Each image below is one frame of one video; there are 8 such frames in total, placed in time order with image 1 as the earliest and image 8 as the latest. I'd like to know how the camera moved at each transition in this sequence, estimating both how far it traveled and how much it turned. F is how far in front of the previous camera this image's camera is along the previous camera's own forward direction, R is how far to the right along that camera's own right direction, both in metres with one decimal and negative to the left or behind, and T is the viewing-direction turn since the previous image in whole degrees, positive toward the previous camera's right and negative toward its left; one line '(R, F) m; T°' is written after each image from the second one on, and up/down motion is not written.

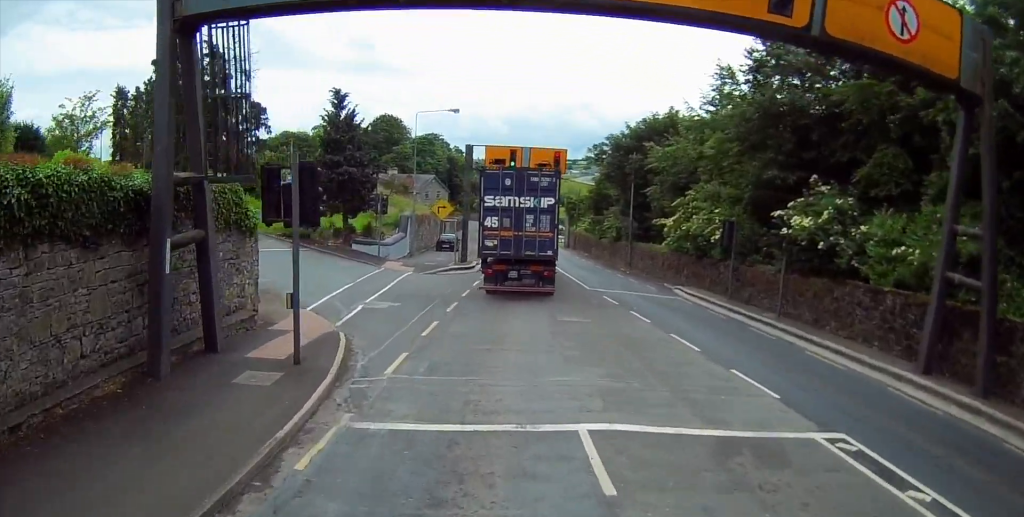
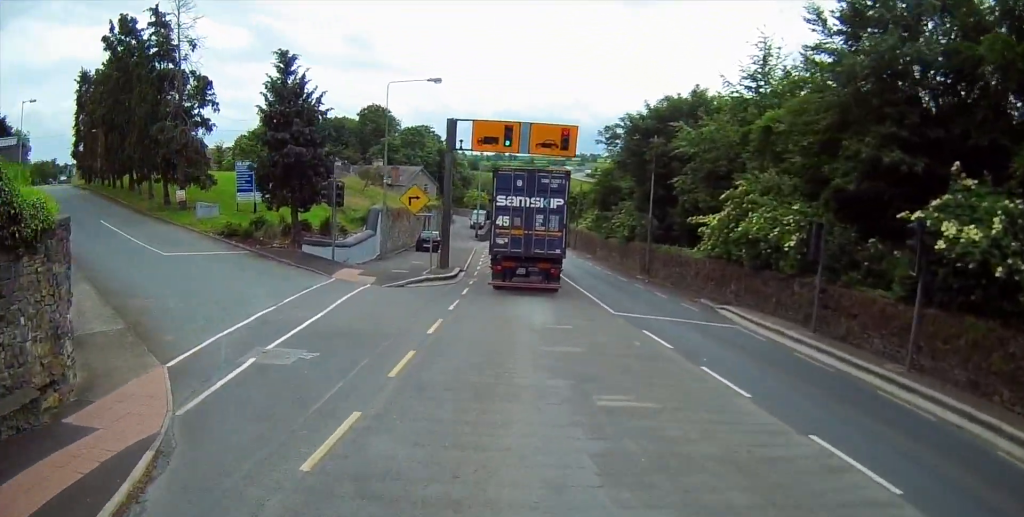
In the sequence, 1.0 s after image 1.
(0.0, +7.7) m; 0°
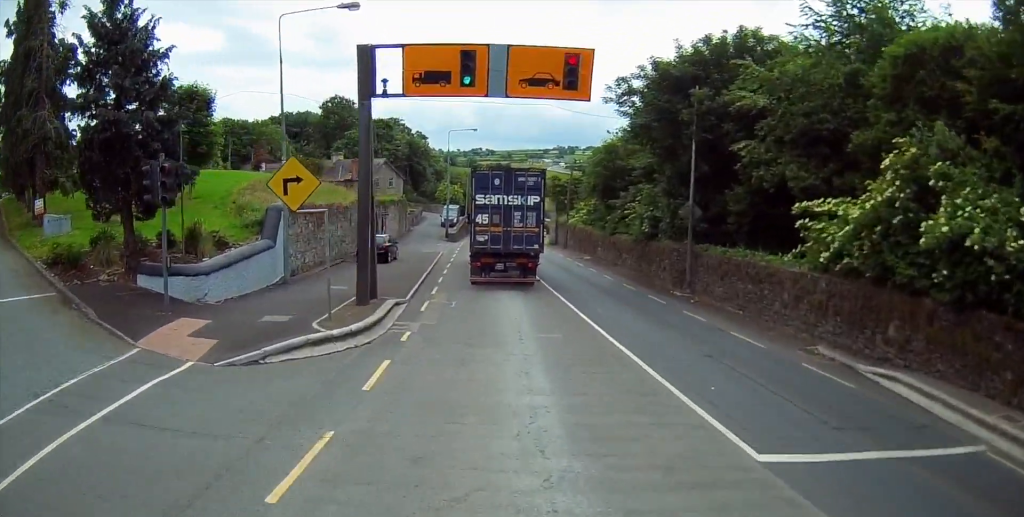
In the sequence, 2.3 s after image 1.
(+0.4, +11.9) m; +2°
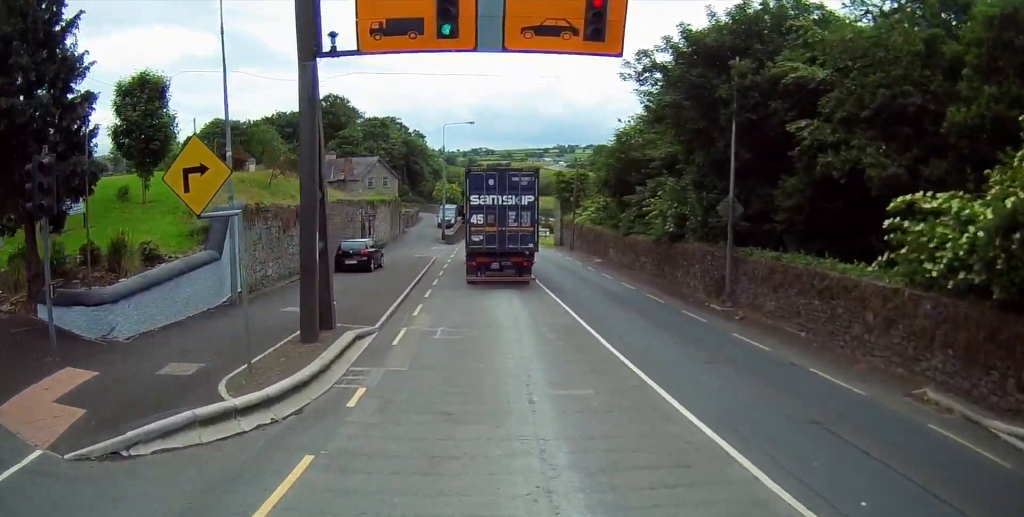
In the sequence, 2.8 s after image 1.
(+0.3, +4.4) m; 0°
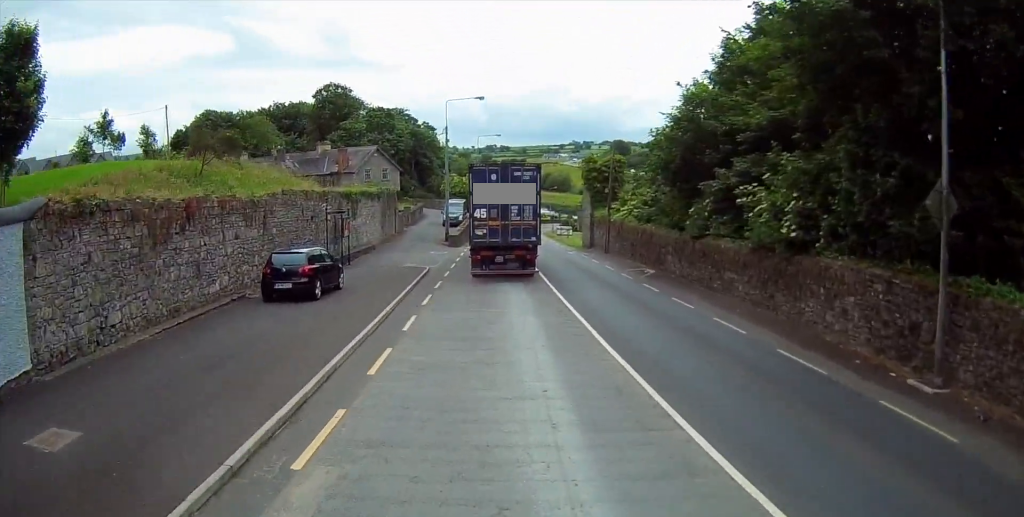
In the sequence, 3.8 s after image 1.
(-0.5, +10.4) m; -2°
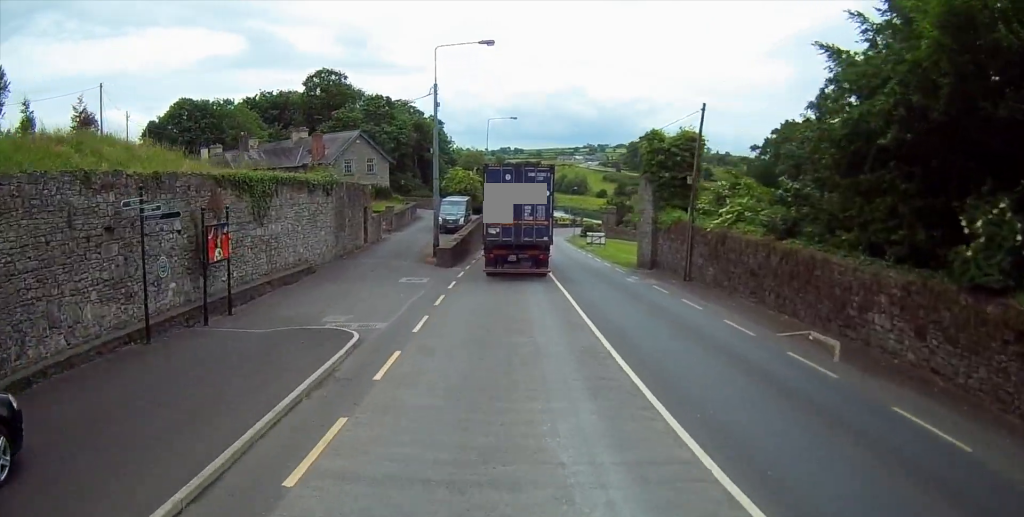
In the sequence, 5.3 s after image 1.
(+0.5, +16.2) m; +2°
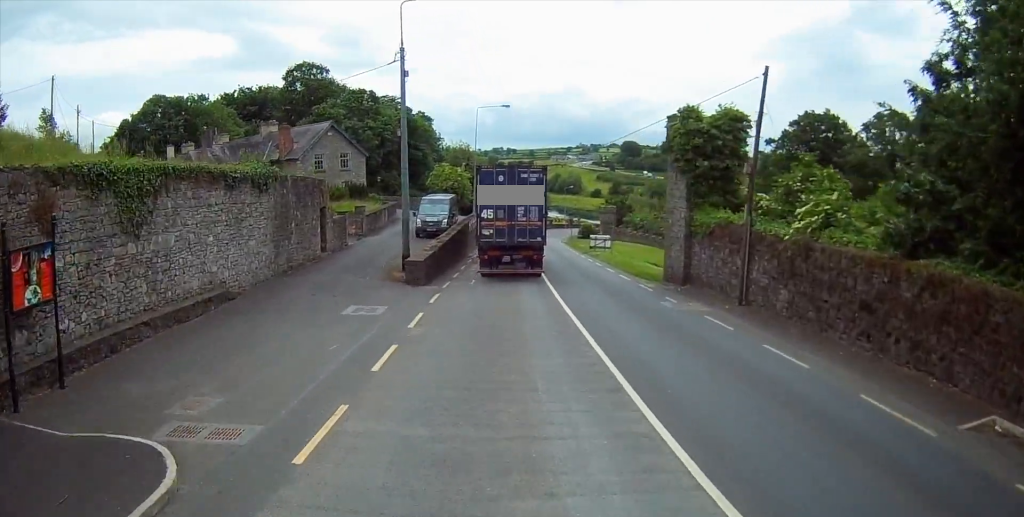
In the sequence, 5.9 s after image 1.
(+0.1, +7.4) m; -1°
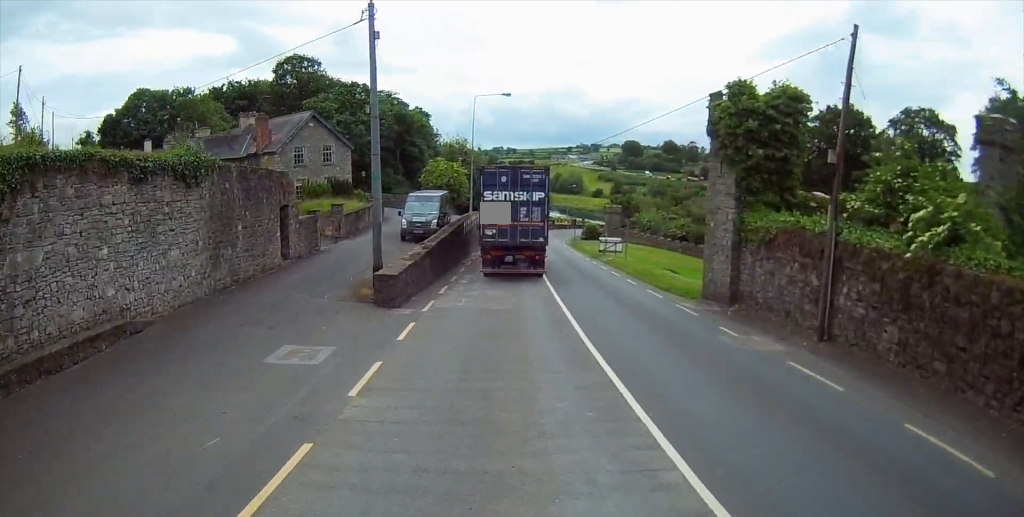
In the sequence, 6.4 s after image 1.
(-0.2, +5.6) m; -1°
